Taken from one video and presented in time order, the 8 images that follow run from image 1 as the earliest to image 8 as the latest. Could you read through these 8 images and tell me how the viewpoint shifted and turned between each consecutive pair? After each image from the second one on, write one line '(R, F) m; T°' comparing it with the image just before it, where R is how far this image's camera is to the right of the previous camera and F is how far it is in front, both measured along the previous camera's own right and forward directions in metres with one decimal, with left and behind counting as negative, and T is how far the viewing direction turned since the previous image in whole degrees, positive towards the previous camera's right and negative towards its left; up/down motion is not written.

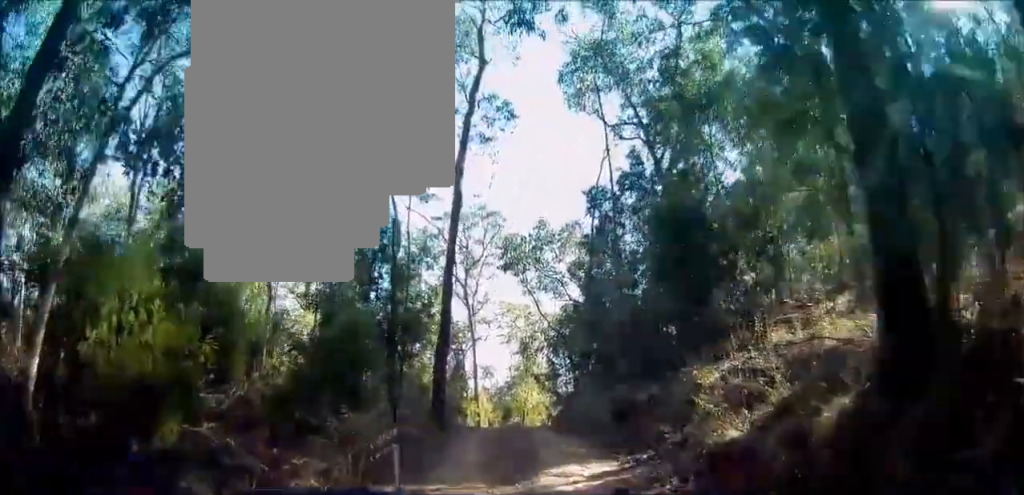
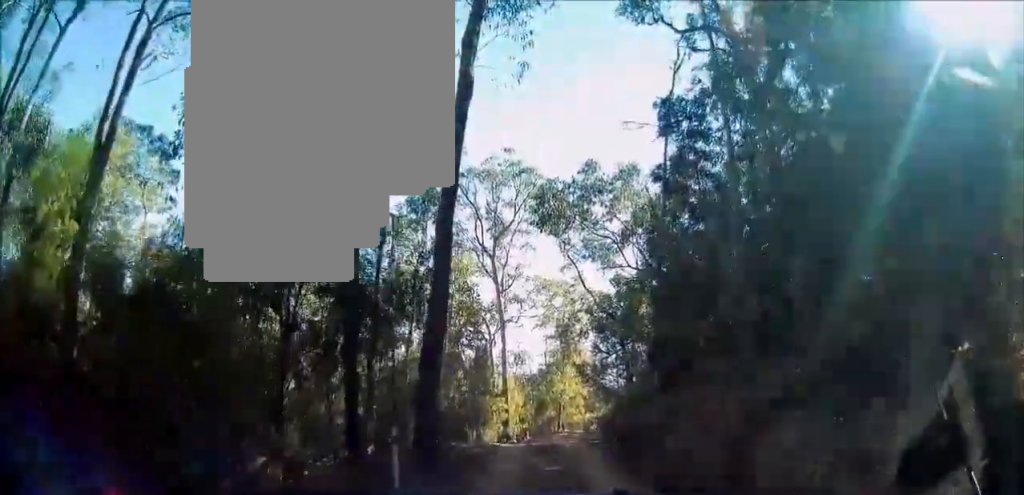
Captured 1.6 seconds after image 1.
(+0.4, +6.9) m; +3°
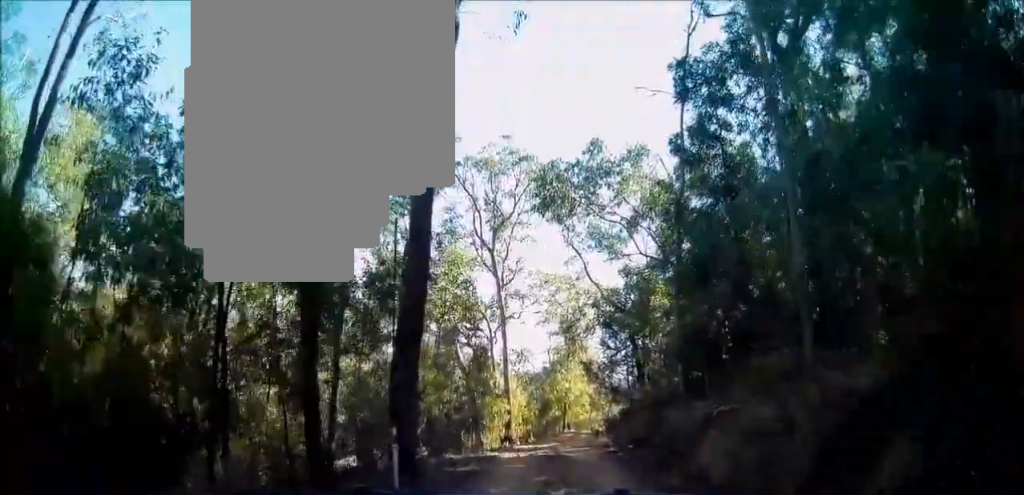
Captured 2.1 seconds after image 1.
(0.0, +2.1) m; -1°
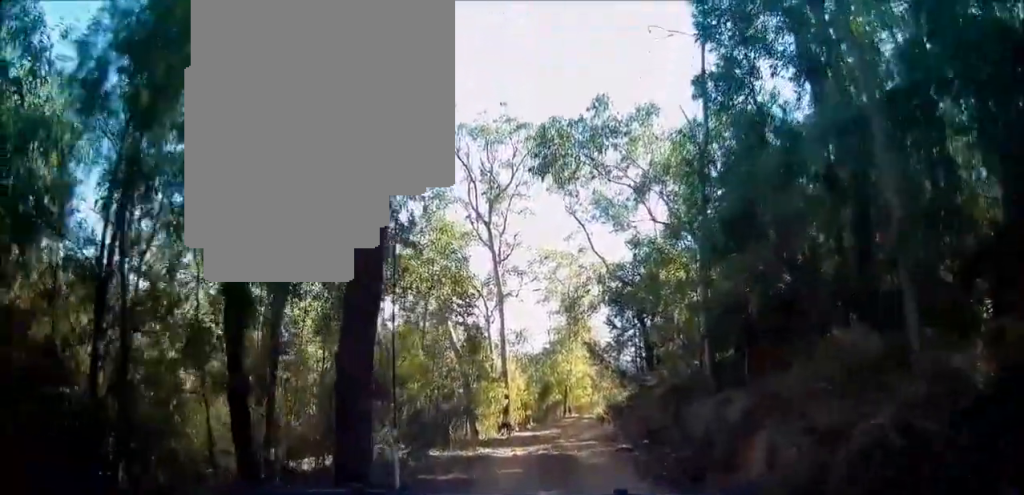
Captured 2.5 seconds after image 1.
(-0.1, +2.1) m; -2°
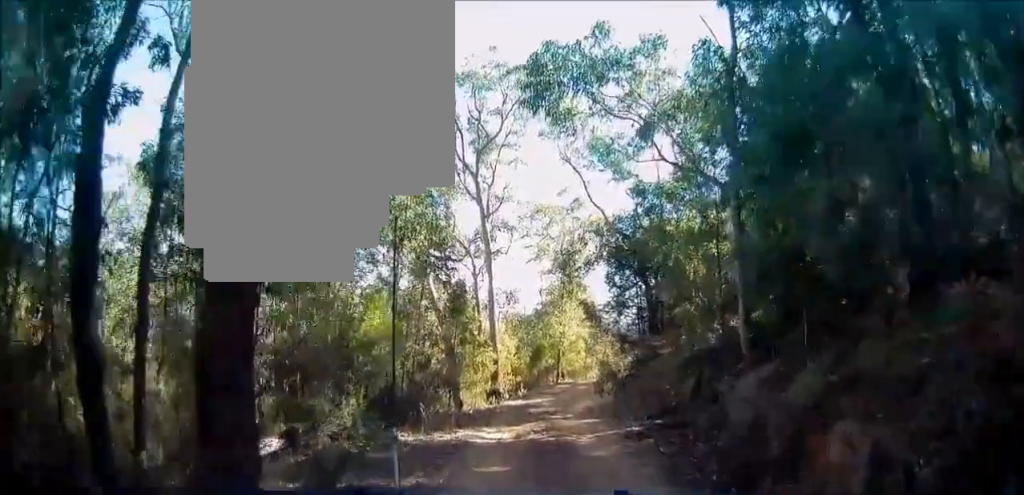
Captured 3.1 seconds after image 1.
(0.0, +2.4) m; -1°
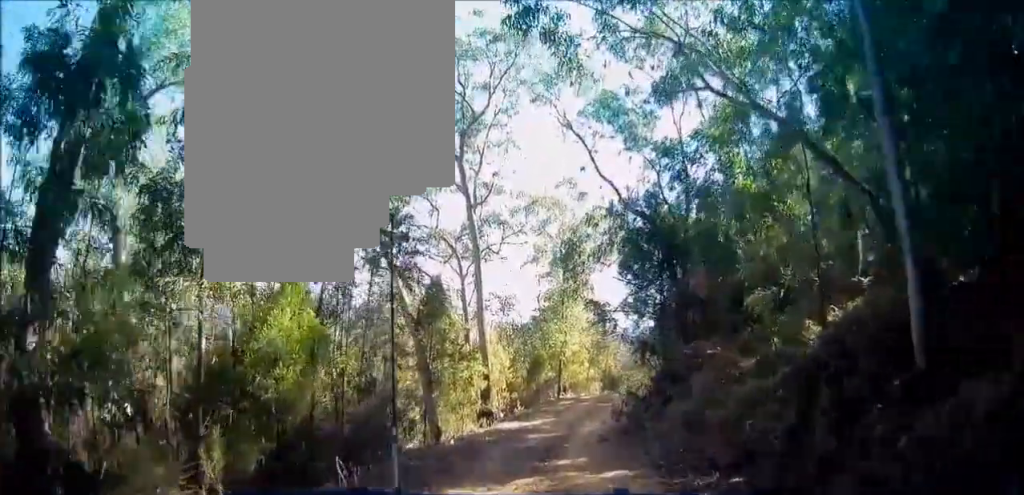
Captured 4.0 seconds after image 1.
(0.0, +4.7) m; 0°
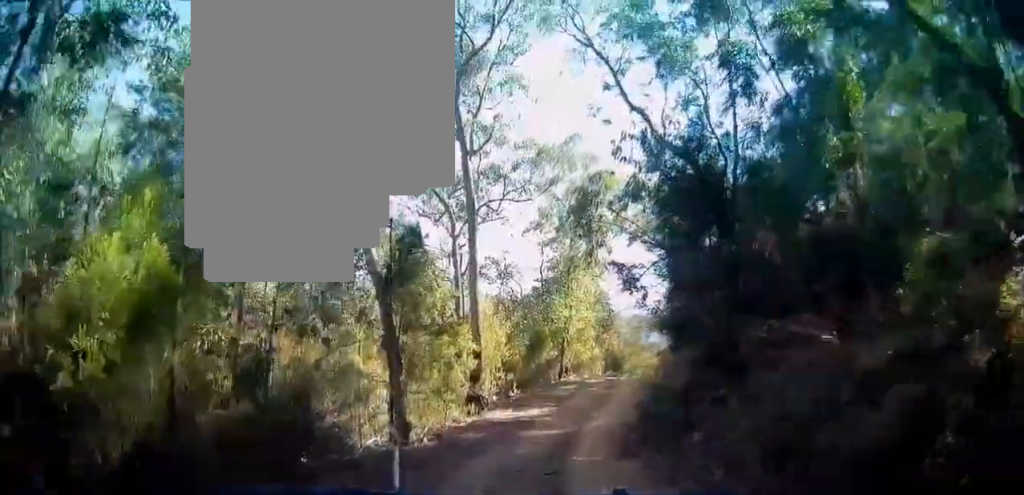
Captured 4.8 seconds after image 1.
(-0.1, +4.0) m; +2°
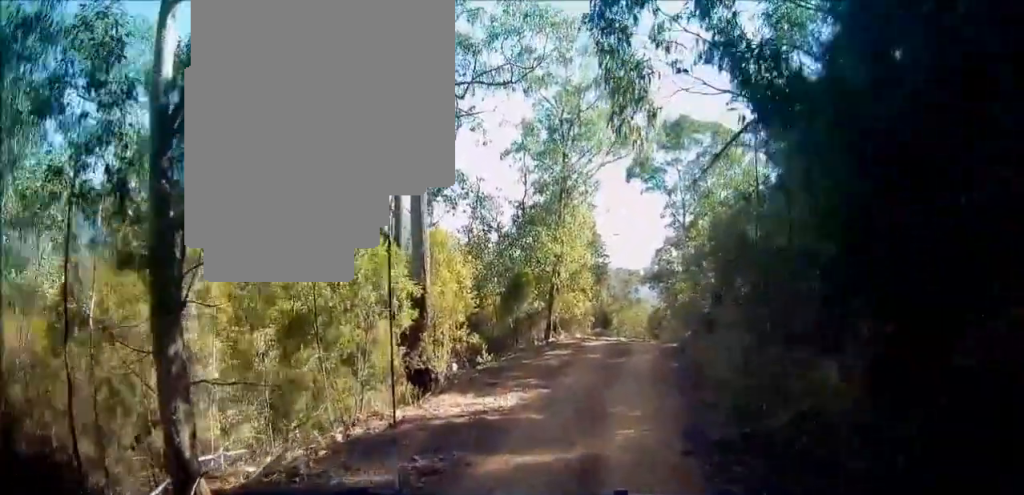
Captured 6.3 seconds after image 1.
(+0.6, +8.0) m; +6°
